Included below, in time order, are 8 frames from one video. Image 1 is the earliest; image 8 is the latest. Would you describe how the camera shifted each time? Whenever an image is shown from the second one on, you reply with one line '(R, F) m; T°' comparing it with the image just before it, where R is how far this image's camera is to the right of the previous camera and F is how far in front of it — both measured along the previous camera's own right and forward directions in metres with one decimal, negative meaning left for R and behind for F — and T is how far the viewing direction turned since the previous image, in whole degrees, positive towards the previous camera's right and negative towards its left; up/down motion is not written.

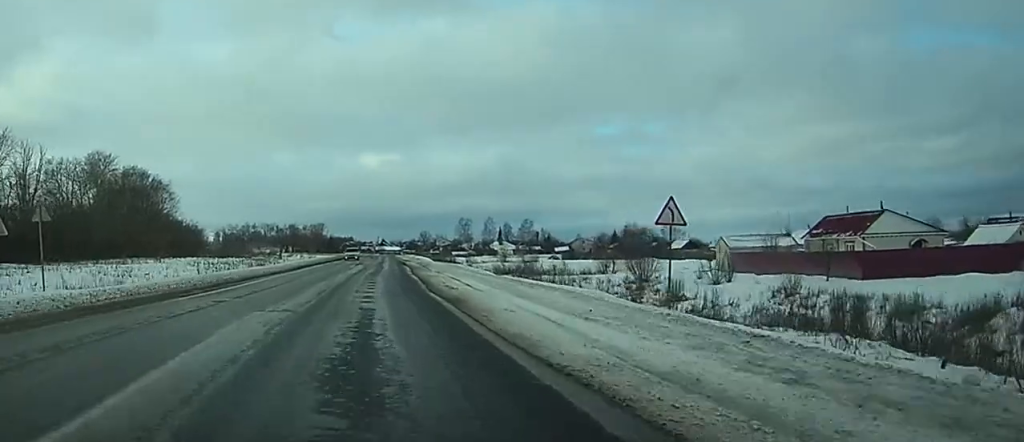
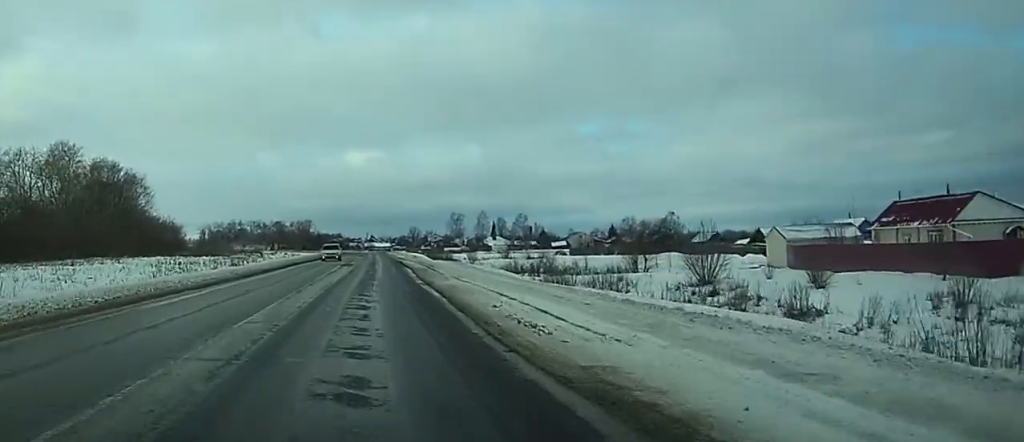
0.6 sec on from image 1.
(0.0, +14.1) m; +2°
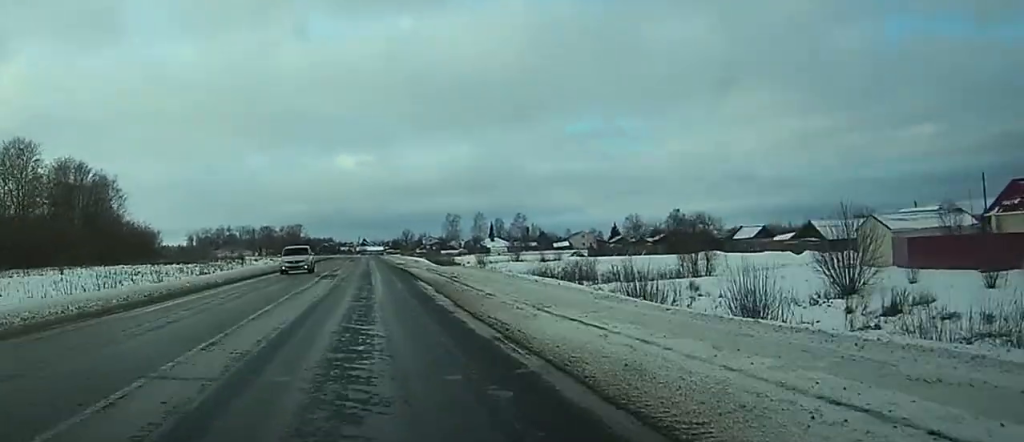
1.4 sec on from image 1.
(+0.5, +17.4) m; +3°
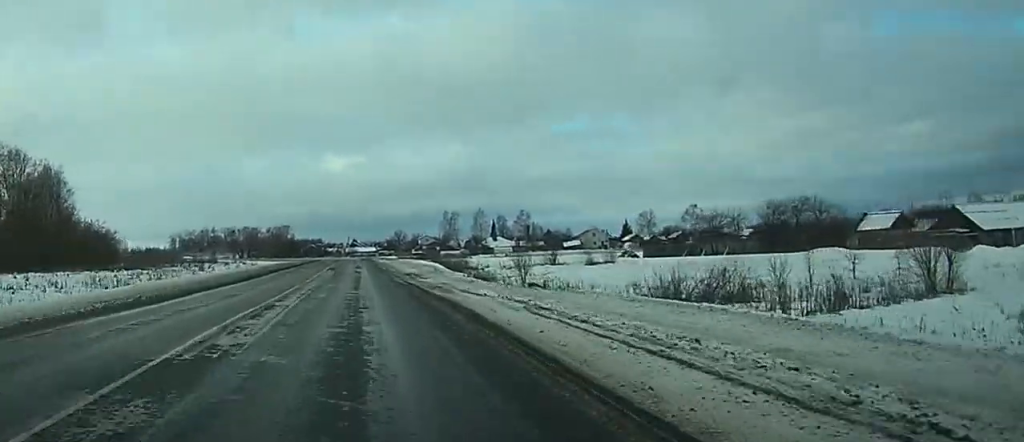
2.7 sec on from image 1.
(+1.5, +34.3) m; +2°
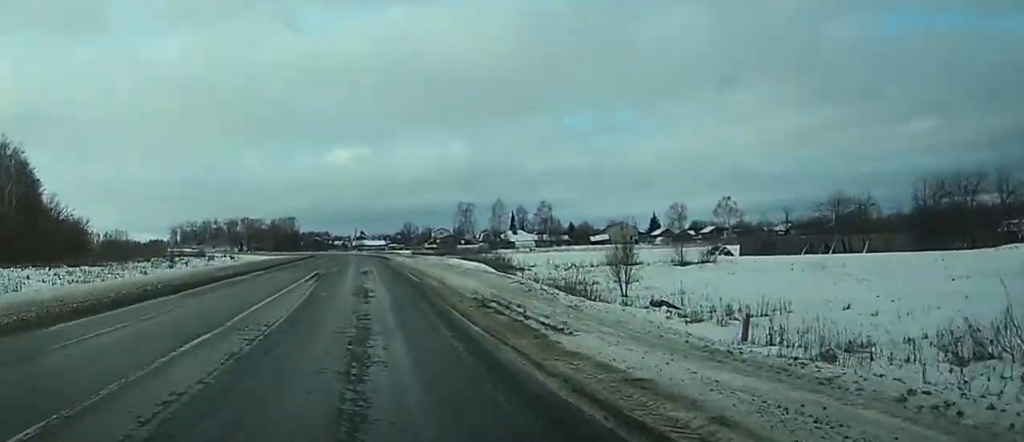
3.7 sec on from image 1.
(-0.6, +28.6) m; -1°
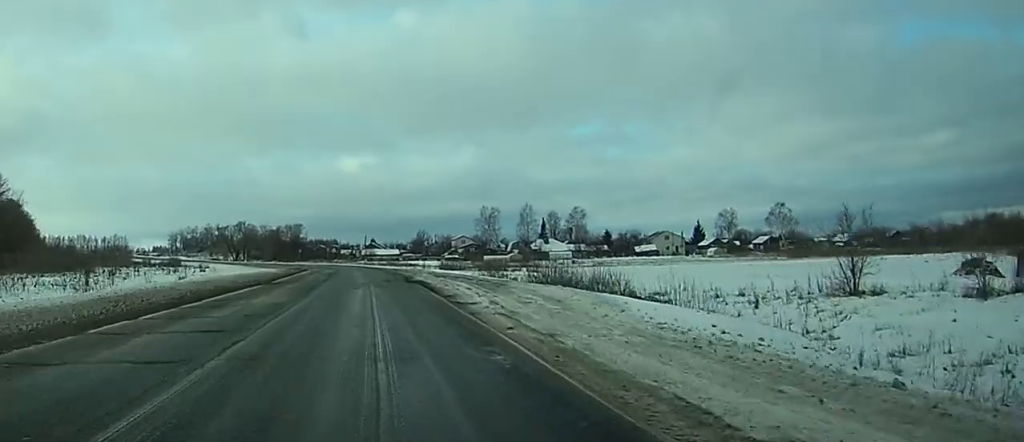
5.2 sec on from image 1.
(-0.3, +38.1) m; -1°
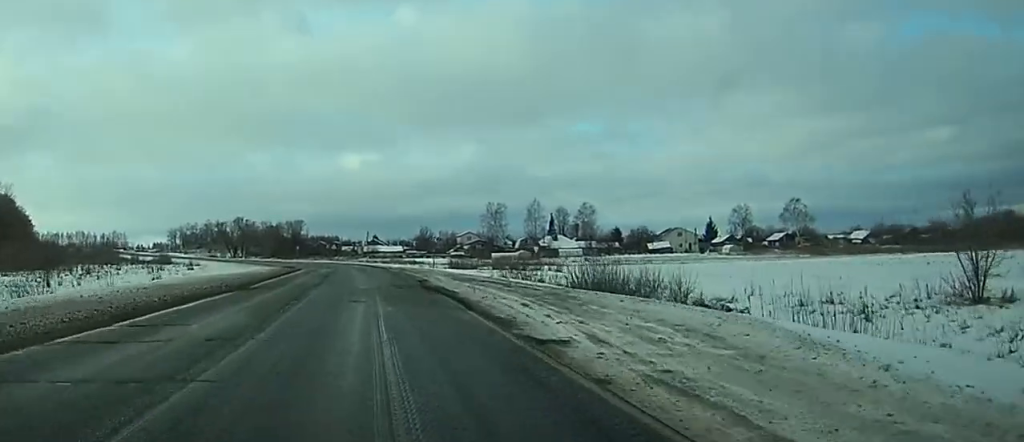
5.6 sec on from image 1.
(0.0, +9.9) m; 0°
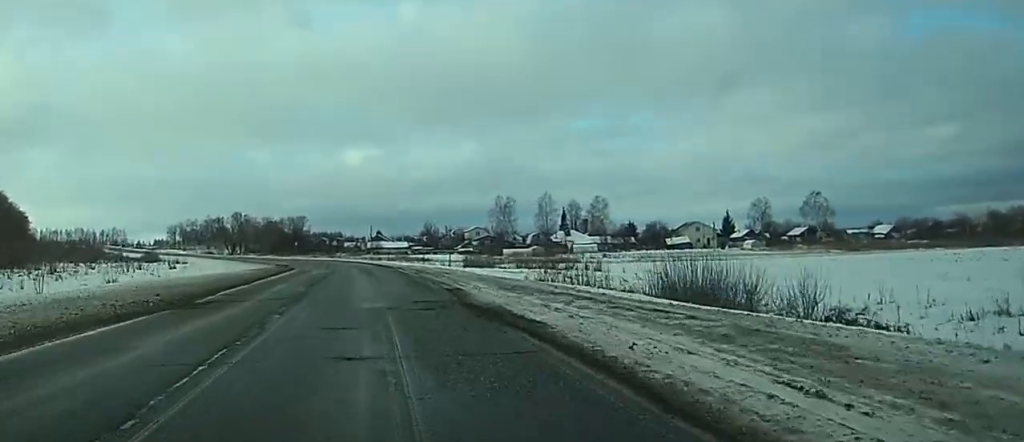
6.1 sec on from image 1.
(0.0, +11.9) m; 0°
